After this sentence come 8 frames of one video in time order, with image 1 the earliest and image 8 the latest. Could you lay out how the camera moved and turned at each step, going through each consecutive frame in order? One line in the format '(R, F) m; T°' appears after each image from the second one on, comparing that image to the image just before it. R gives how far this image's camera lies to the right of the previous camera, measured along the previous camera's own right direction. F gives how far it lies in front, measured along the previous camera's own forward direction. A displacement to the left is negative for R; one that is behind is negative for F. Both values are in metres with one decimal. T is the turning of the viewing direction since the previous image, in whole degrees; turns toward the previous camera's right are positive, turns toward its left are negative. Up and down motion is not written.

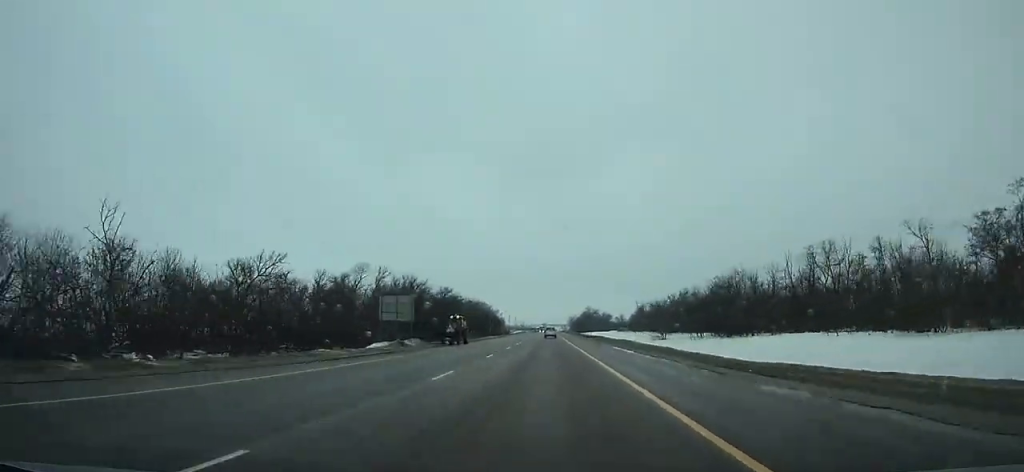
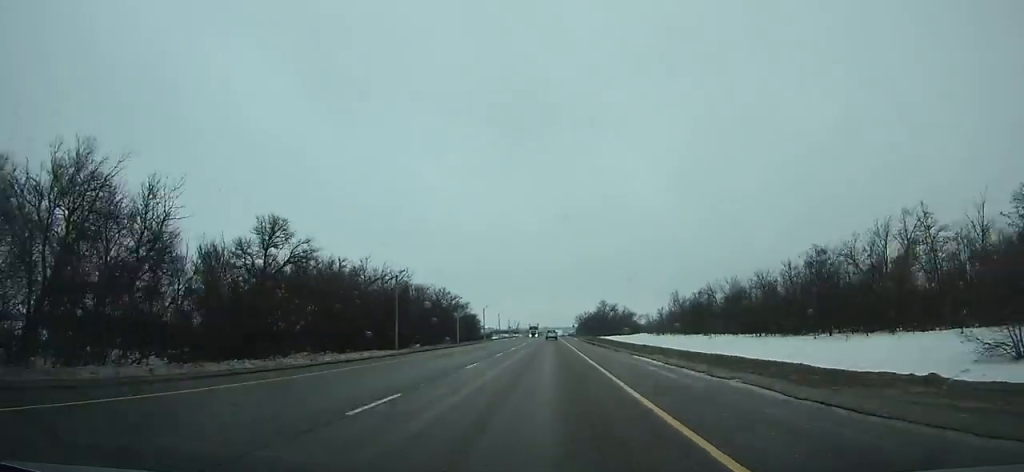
(0.0, +89.9) m; 0°
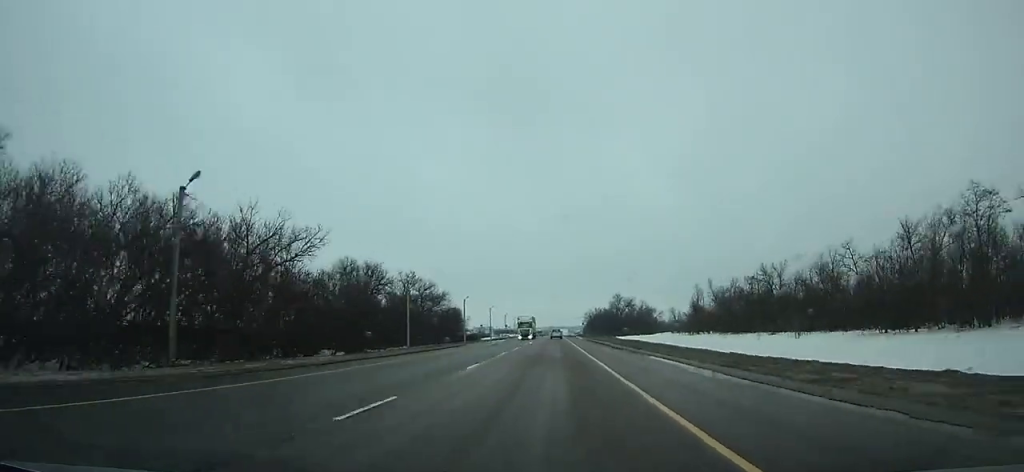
(-0.1, +35.7) m; 0°
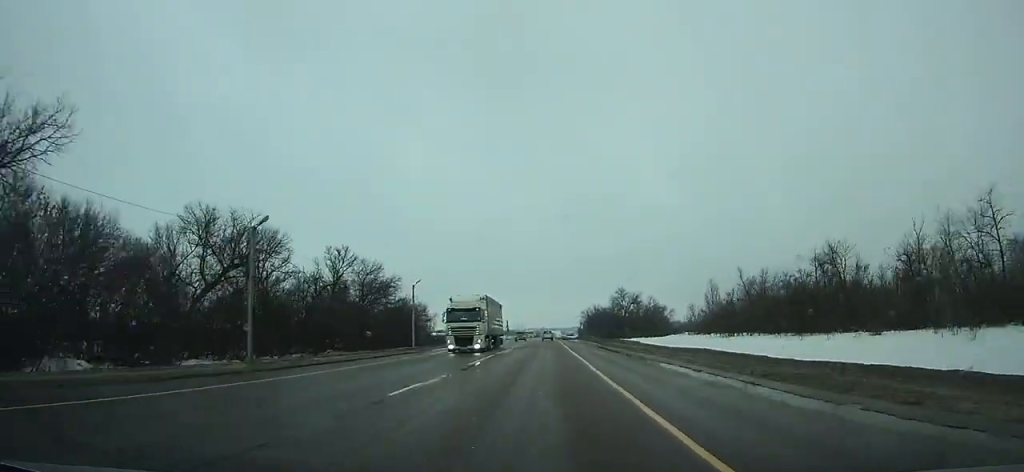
(0.0, +32.9) m; 0°
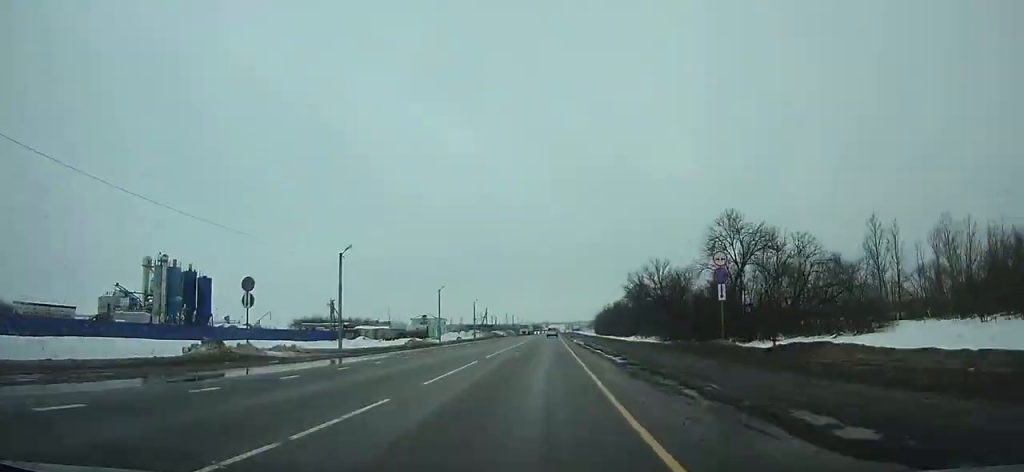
(-0.2, +105.0) m; 0°
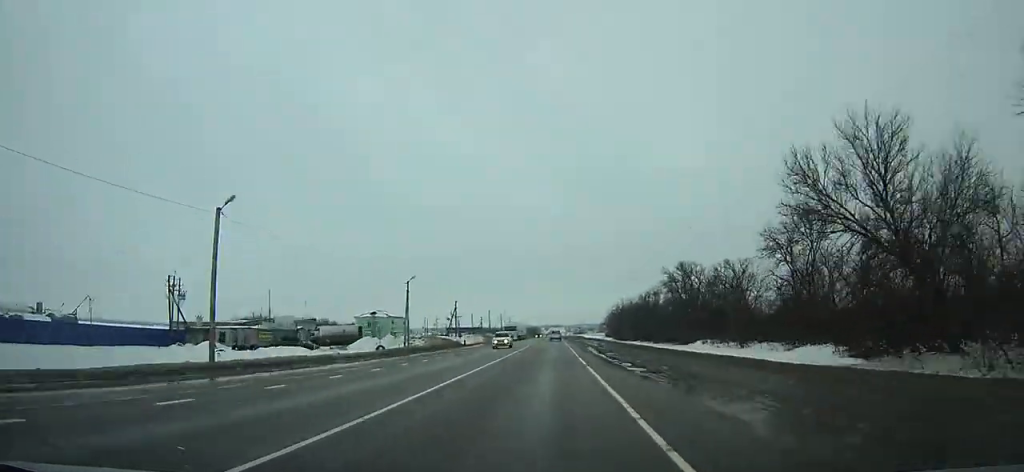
(+0.2, +56.0) m; 0°
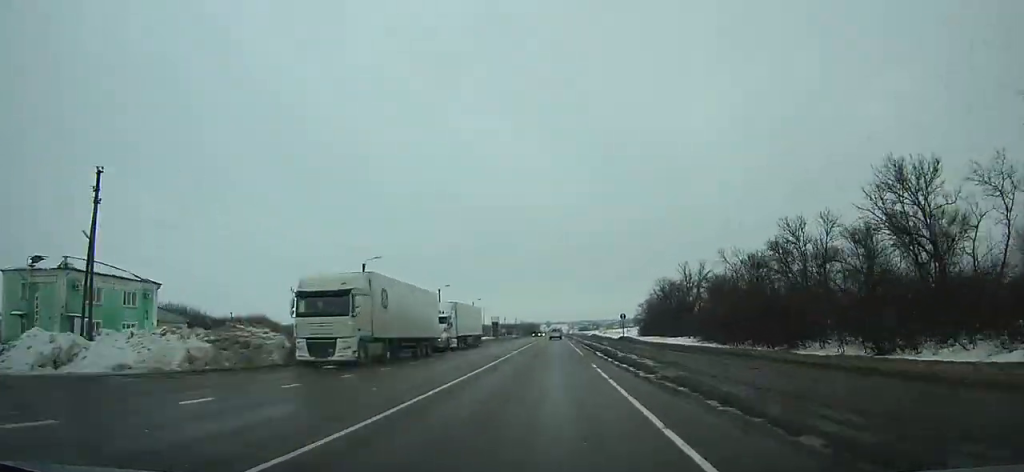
(+0.3, +99.0) m; 0°
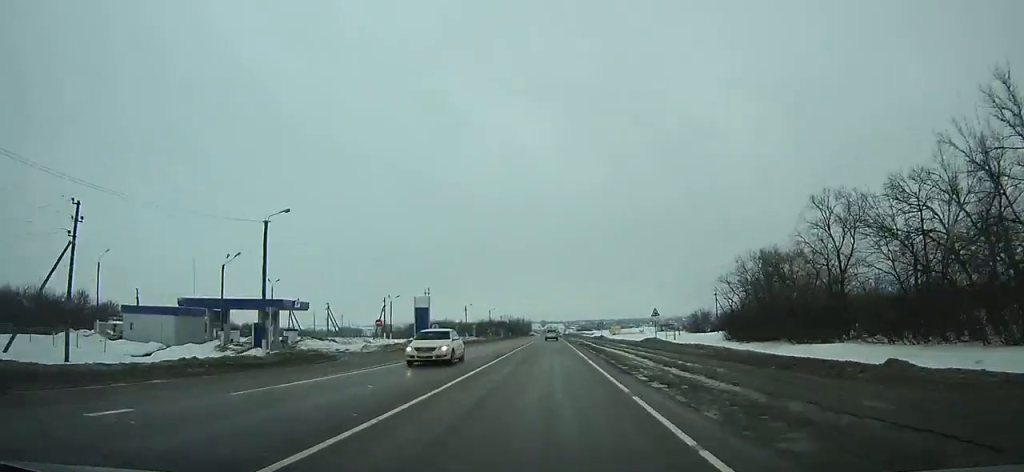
(+0.1, +85.2) m; 0°
